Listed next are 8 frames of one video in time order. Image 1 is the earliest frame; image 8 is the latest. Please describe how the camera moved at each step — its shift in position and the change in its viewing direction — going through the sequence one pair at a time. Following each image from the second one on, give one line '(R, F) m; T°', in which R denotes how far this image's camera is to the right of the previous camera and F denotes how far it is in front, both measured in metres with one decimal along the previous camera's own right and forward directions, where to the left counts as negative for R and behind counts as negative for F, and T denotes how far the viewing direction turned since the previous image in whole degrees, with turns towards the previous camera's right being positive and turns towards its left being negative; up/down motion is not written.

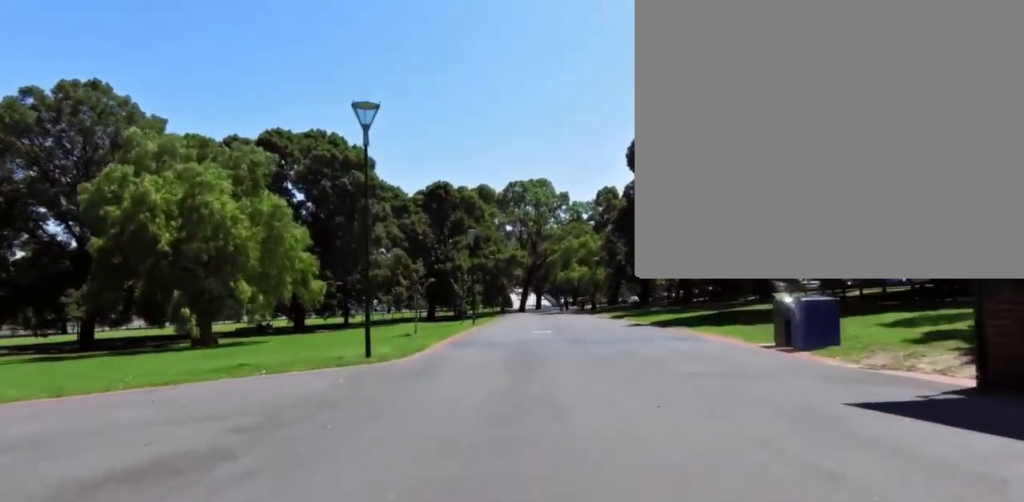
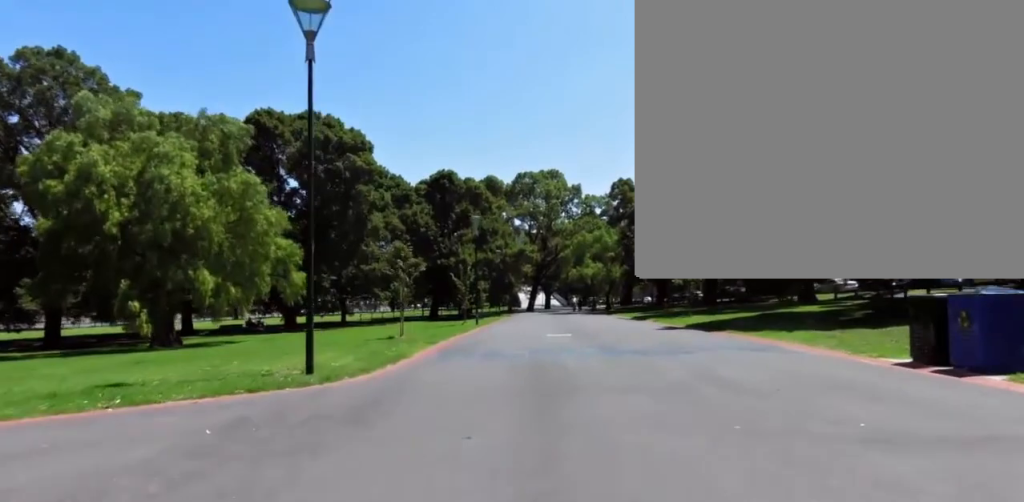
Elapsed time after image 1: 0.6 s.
(-0.2, +5.3) m; -6°
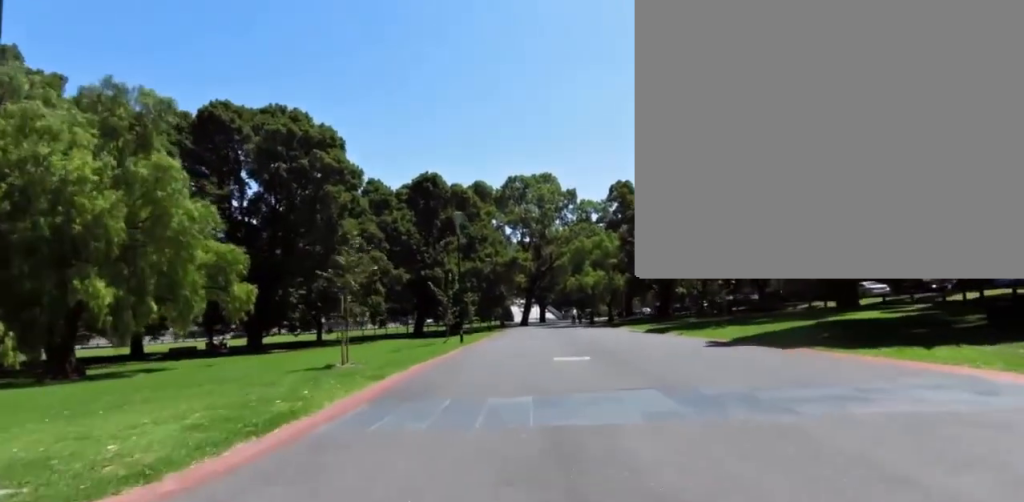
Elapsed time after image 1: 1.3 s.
(-0.3, +6.7) m; -5°
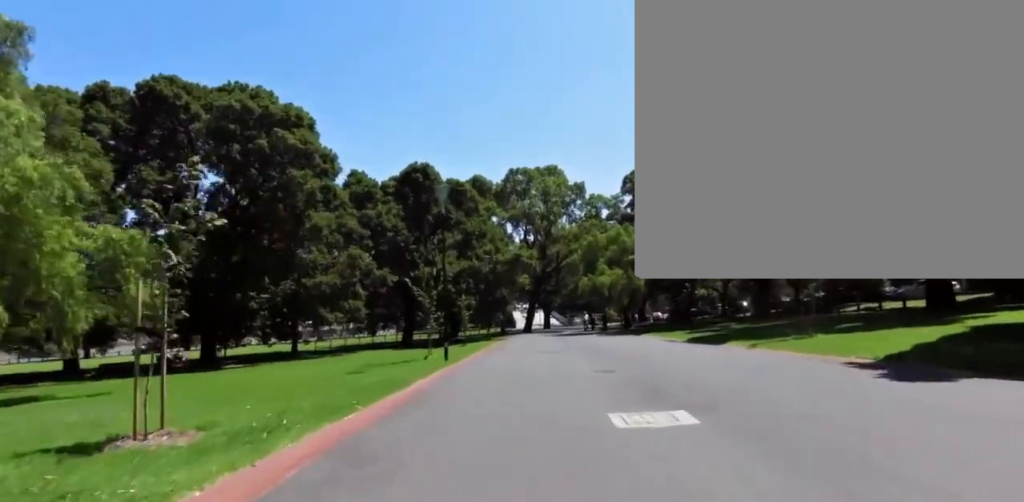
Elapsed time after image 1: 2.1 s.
(-1.0, +8.6) m; +1°
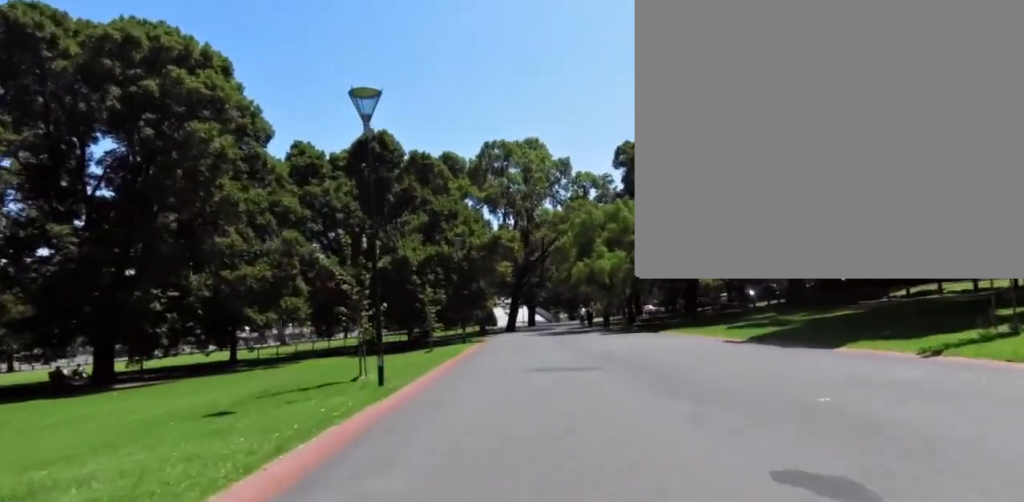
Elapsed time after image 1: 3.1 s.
(+1.3, +10.2) m; +7°
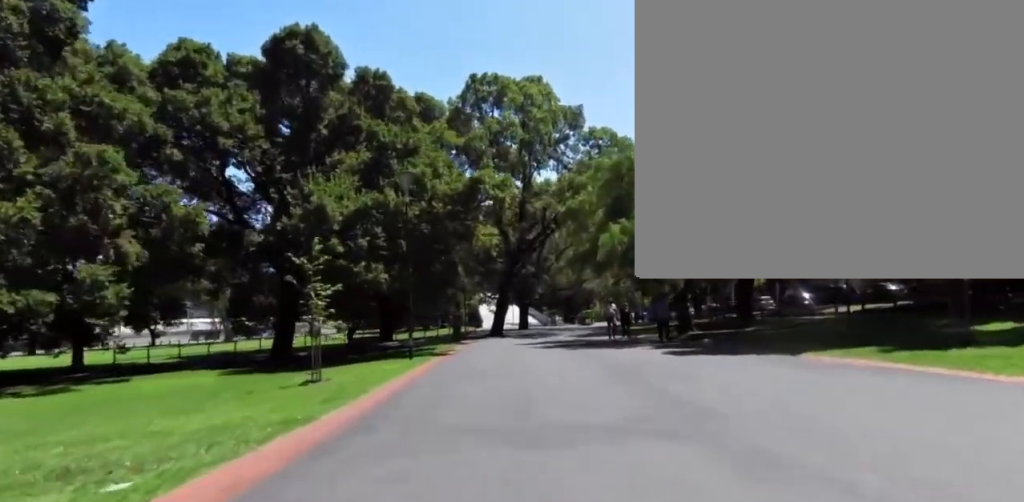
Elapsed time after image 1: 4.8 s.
(-2.0, +15.9) m; -7°
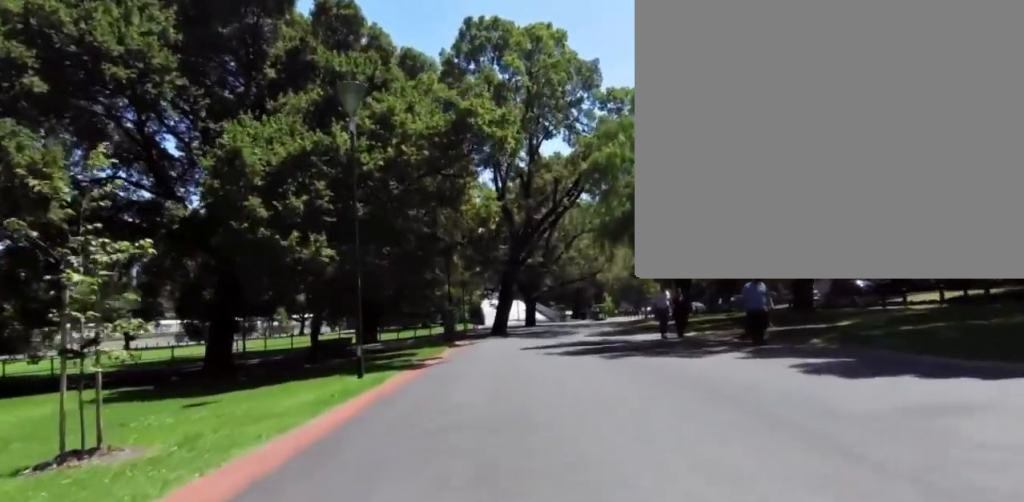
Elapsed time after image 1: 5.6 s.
(+0.6, +7.3) m; +6°
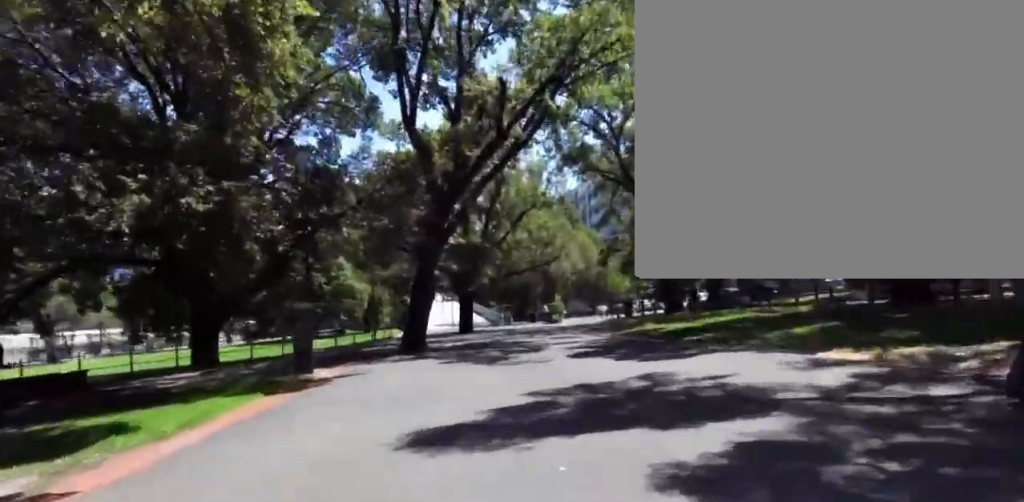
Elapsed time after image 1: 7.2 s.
(+1.0, +14.0) m; +4°
